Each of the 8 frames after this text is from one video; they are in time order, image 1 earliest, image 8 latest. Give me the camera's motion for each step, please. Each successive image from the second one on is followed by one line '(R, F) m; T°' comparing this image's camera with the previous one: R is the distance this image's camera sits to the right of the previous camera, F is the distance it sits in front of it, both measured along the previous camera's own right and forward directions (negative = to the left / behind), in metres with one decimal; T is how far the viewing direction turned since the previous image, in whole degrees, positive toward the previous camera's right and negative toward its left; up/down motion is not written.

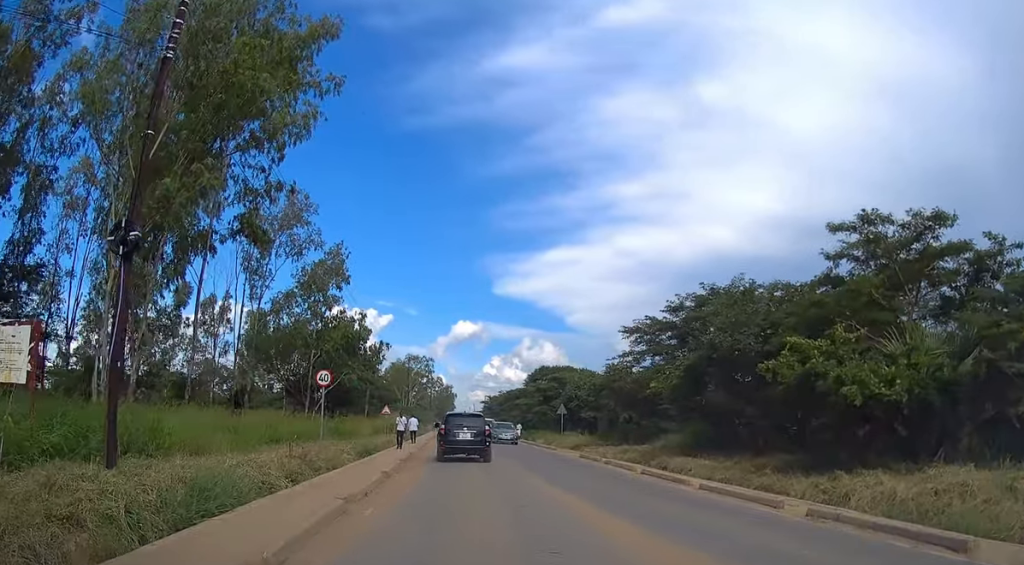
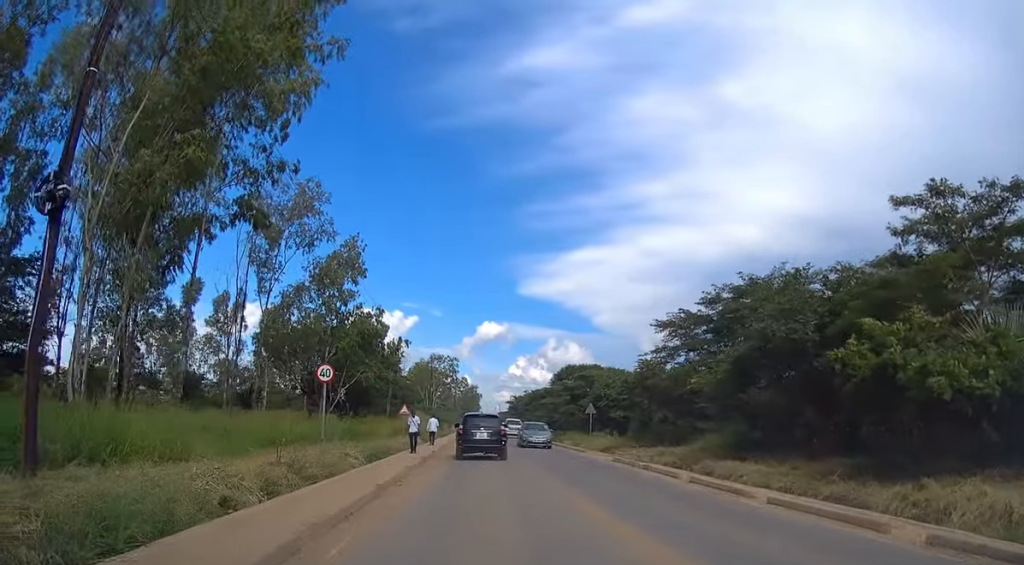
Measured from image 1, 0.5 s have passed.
(0.0, +2.9) m; -1°
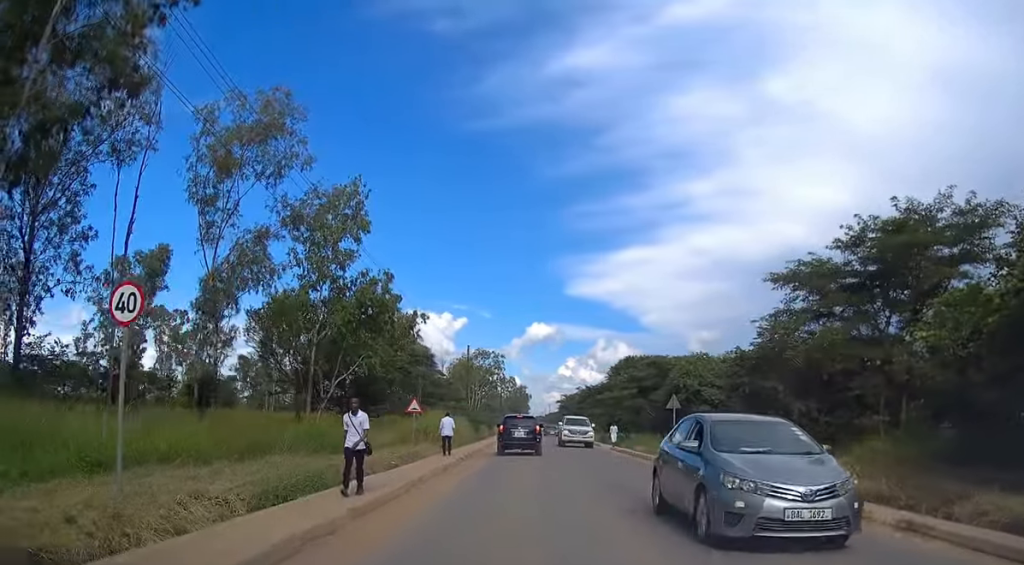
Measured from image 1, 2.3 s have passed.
(-0.4, +13.5) m; -3°
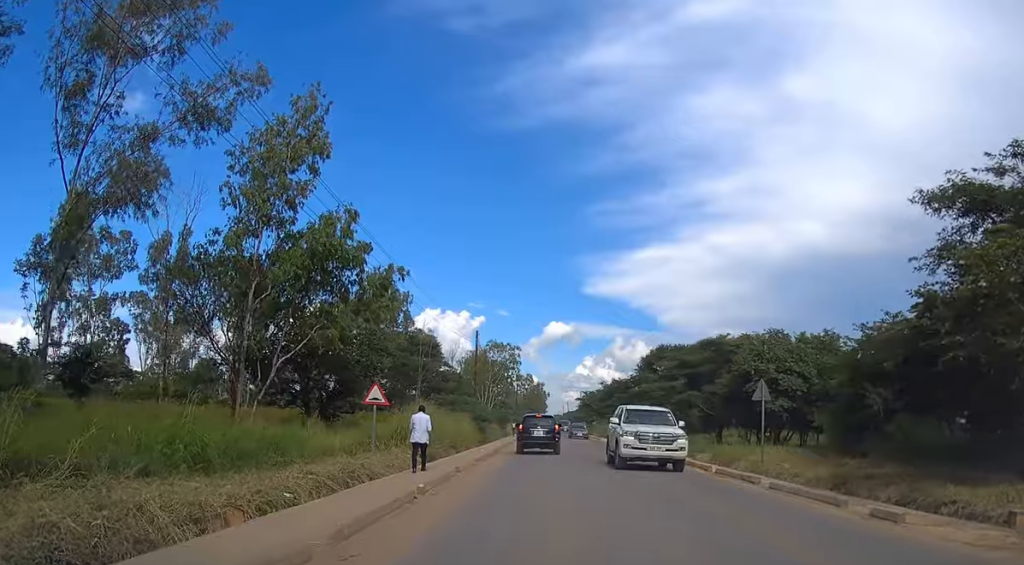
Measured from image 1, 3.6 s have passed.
(-0.2, +11.6) m; -2°
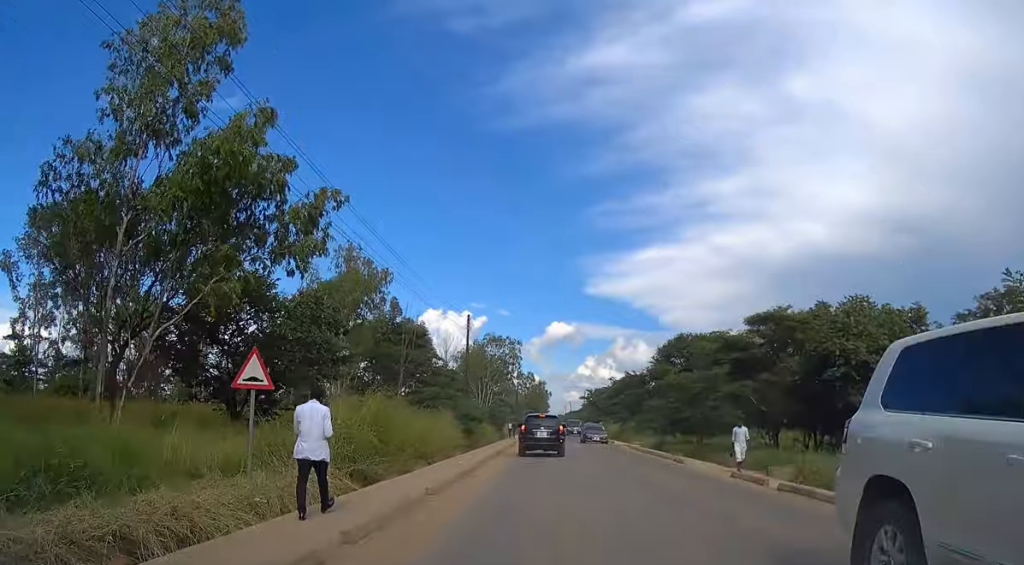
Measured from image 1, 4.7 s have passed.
(-0.1, +10.0) m; 0°
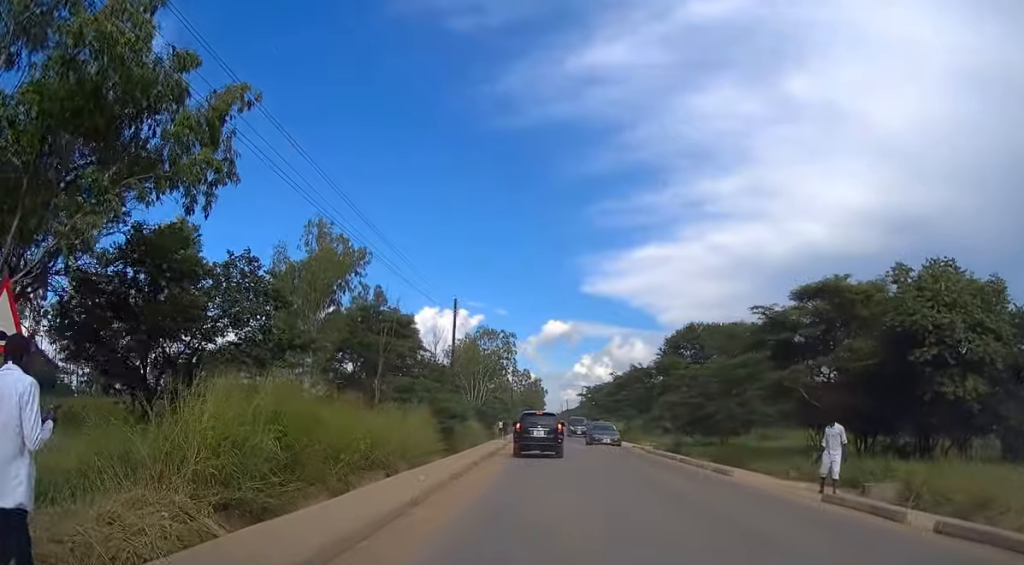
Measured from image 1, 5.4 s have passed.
(+0.1, +6.7) m; +1°
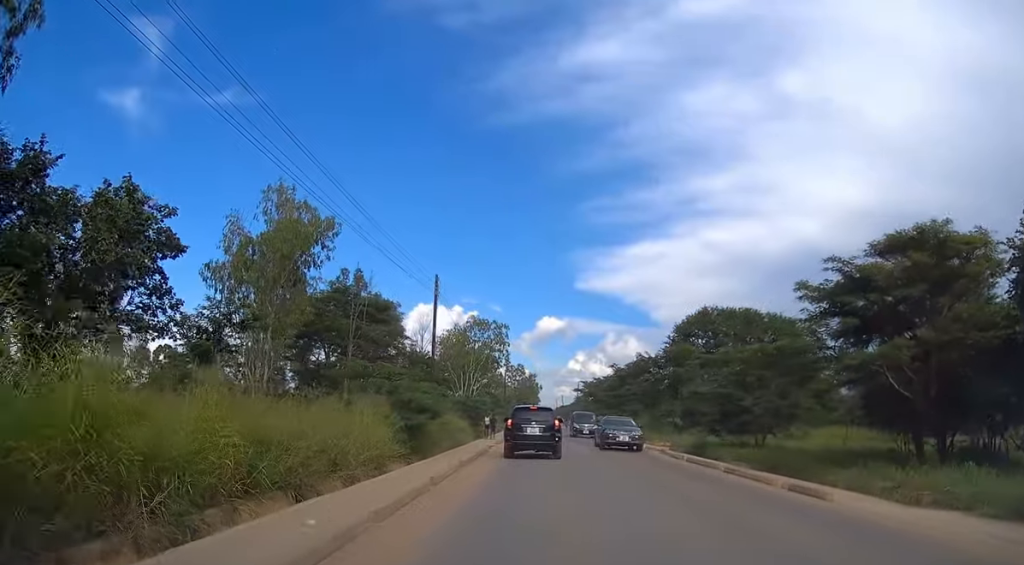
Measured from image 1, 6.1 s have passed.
(+0.1, +7.1) m; +1°
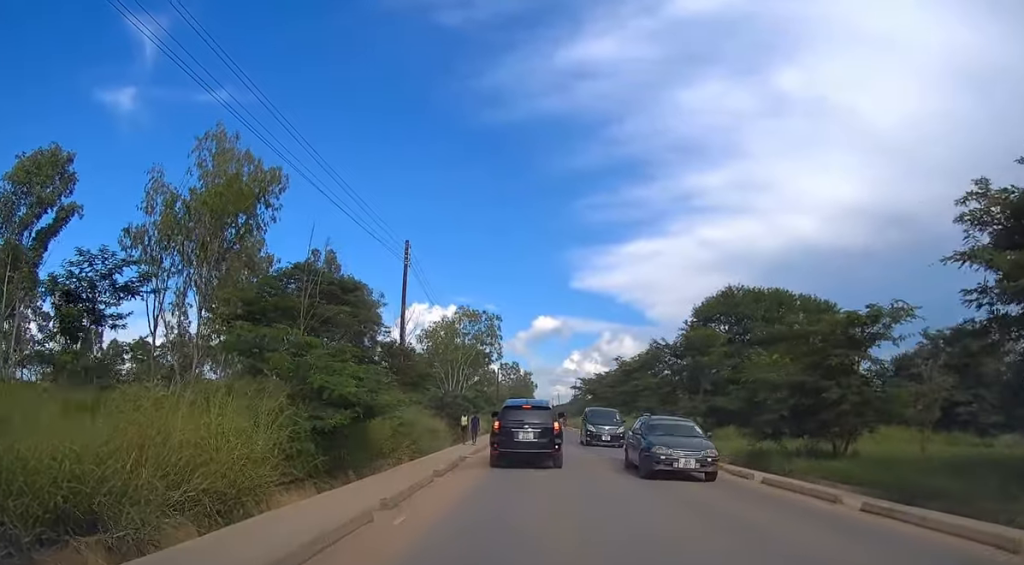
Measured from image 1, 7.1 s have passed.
(0.0, +9.2) m; 0°
